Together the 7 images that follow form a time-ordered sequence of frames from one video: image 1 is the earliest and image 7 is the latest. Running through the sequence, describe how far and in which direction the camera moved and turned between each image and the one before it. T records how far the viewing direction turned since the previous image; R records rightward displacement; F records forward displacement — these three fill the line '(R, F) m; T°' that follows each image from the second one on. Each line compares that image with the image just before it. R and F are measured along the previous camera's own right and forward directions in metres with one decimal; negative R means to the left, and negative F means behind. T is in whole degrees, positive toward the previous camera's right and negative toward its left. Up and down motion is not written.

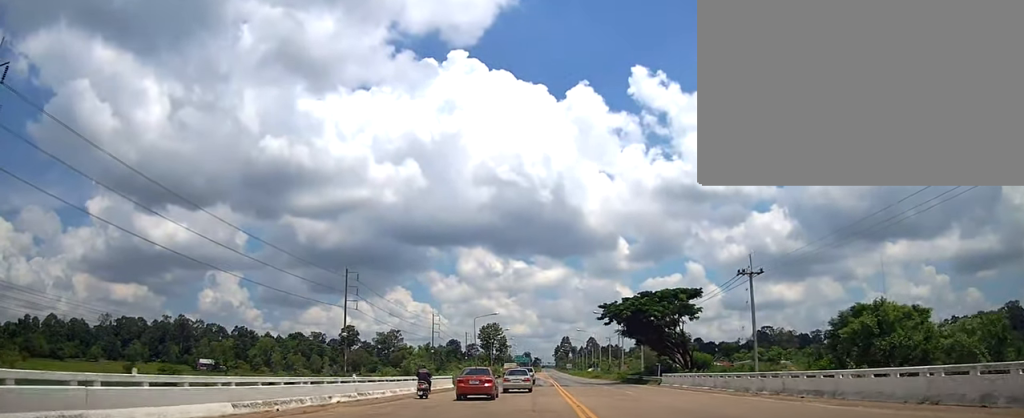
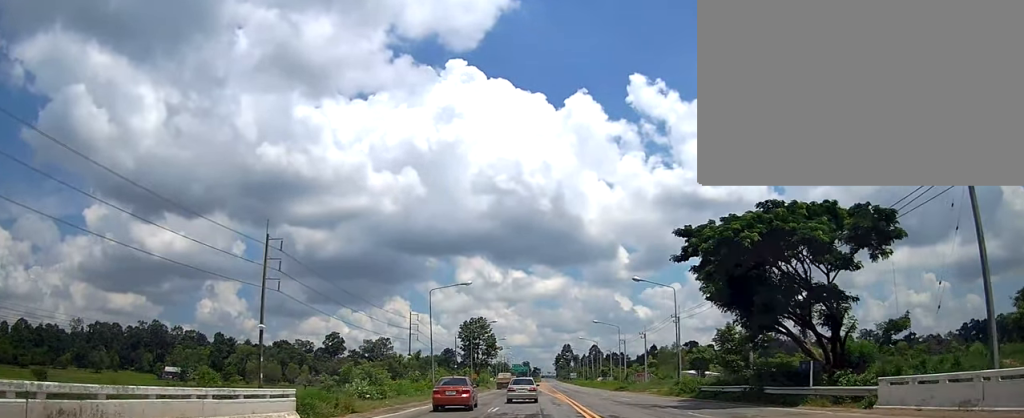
(-0.6, +31.9) m; -1°
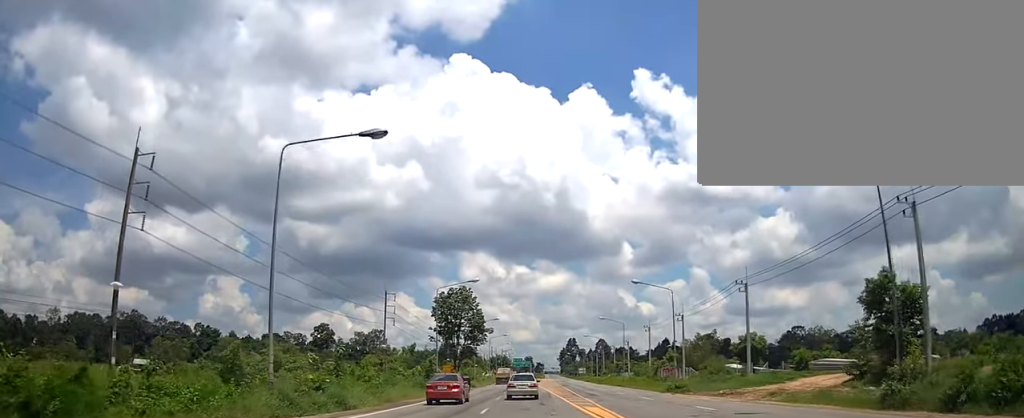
(+1.3, +28.3) m; +3°
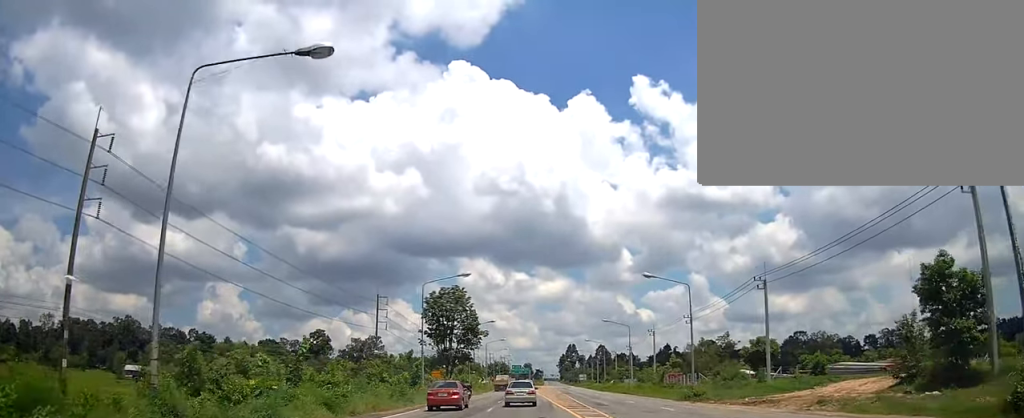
(0.0, +5.5) m; 0°
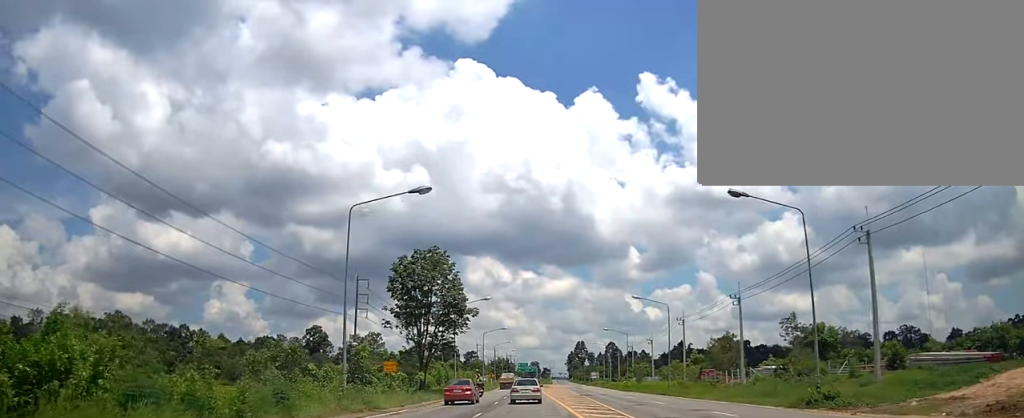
(+0.1, +18.1) m; -1°
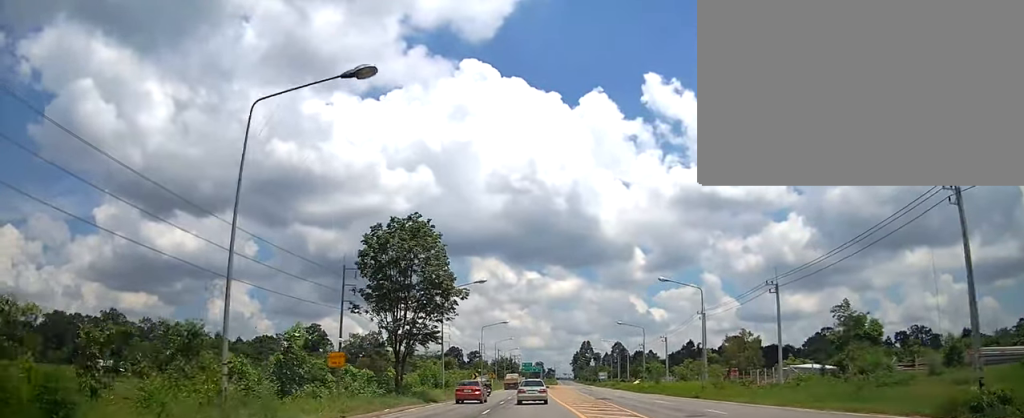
(-0.3, +9.7) m; 0°
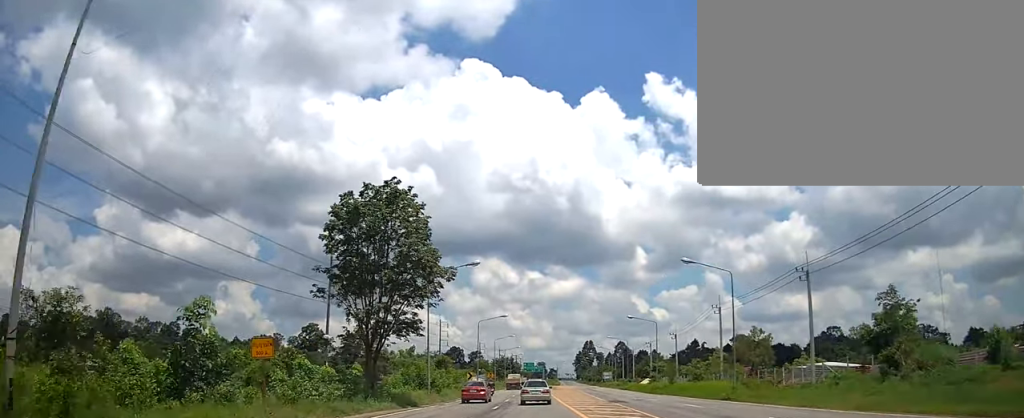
(-0.1, +6.7) m; 0°
